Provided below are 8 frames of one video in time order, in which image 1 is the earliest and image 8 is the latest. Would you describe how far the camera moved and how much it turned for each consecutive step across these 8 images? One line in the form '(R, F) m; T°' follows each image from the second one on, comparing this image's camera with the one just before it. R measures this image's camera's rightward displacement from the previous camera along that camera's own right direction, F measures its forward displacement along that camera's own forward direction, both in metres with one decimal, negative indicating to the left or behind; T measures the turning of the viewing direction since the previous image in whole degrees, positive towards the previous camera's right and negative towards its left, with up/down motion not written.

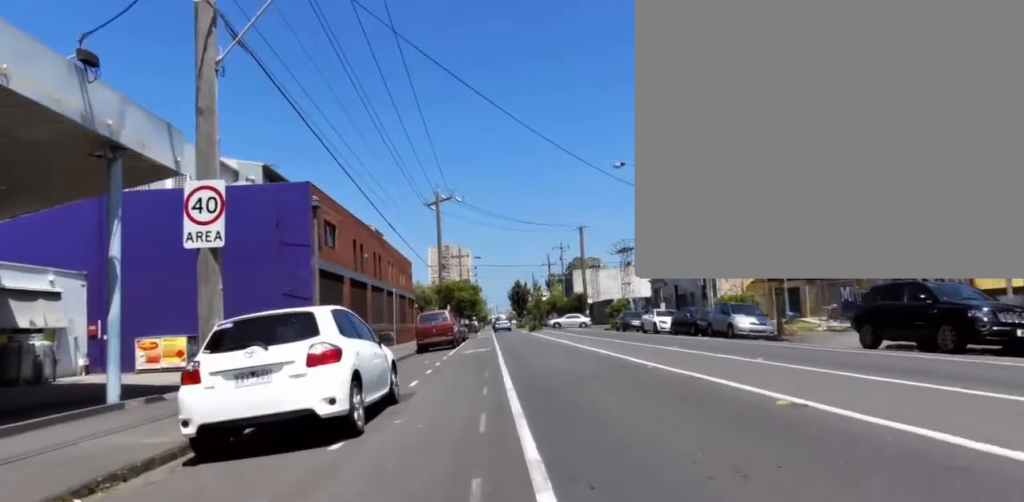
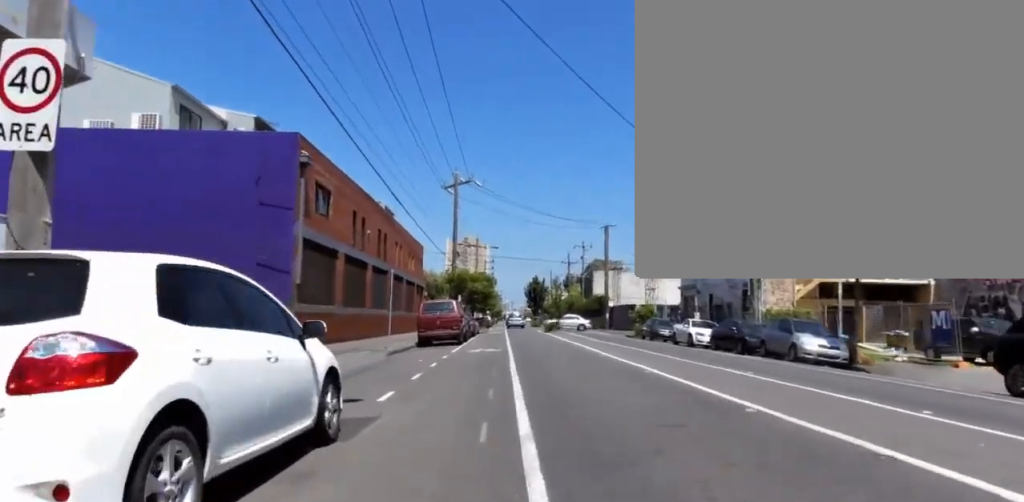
(0.0, +4.2) m; 0°
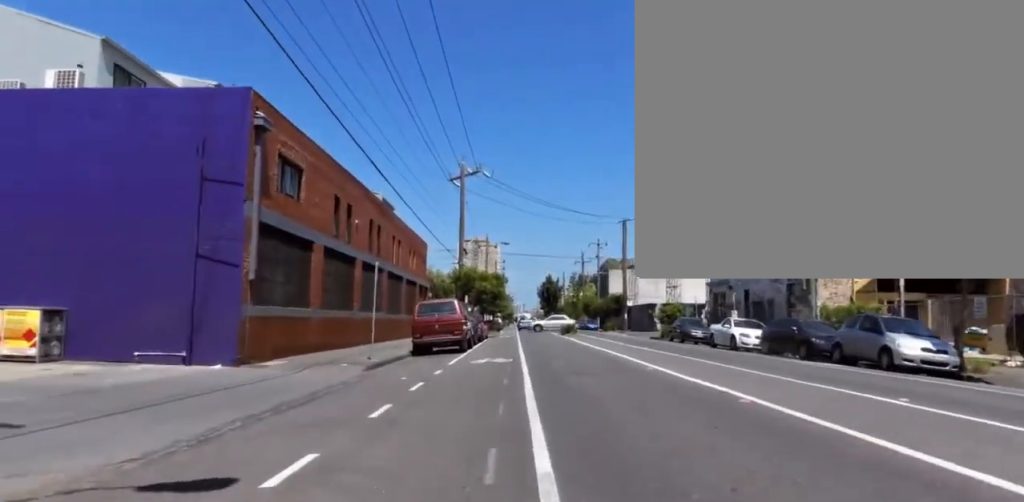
(0.0, +4.6) m; 0°
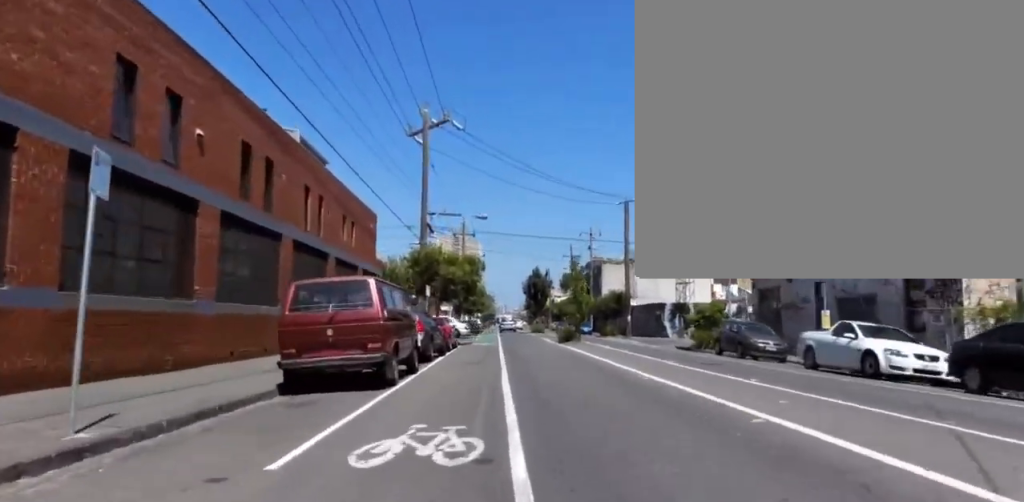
(0.0, +11.6) m; 0°
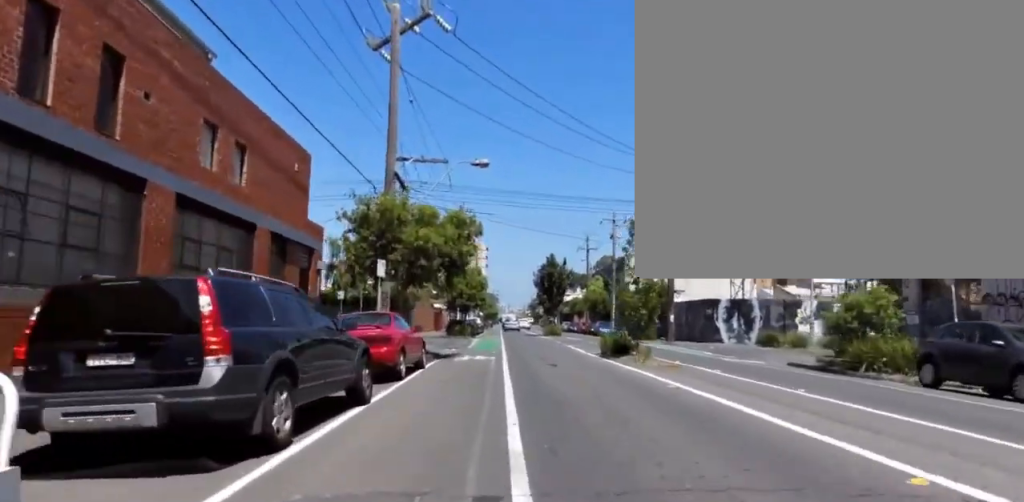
(0.0, +11.6) m; 0°
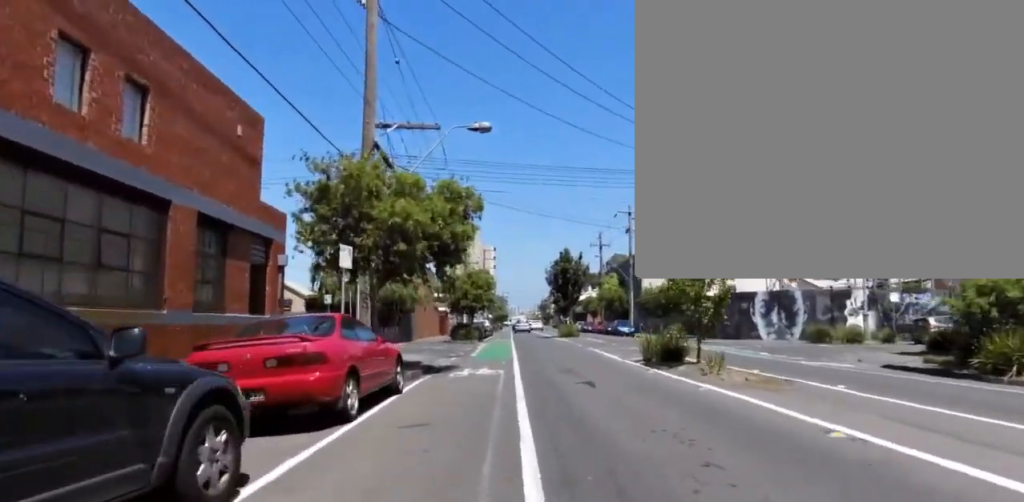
(0.0, +4.2) m; 0°
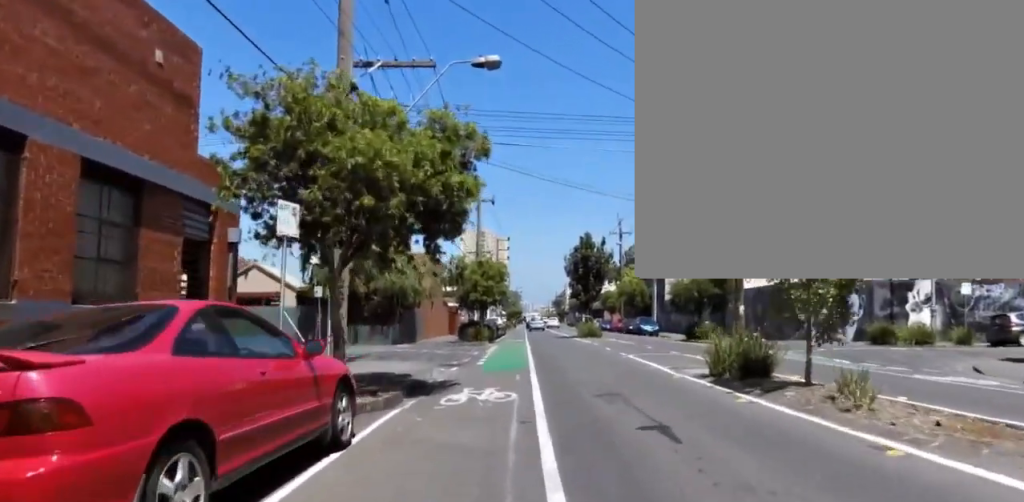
(0.0, +3.8) m; -2°
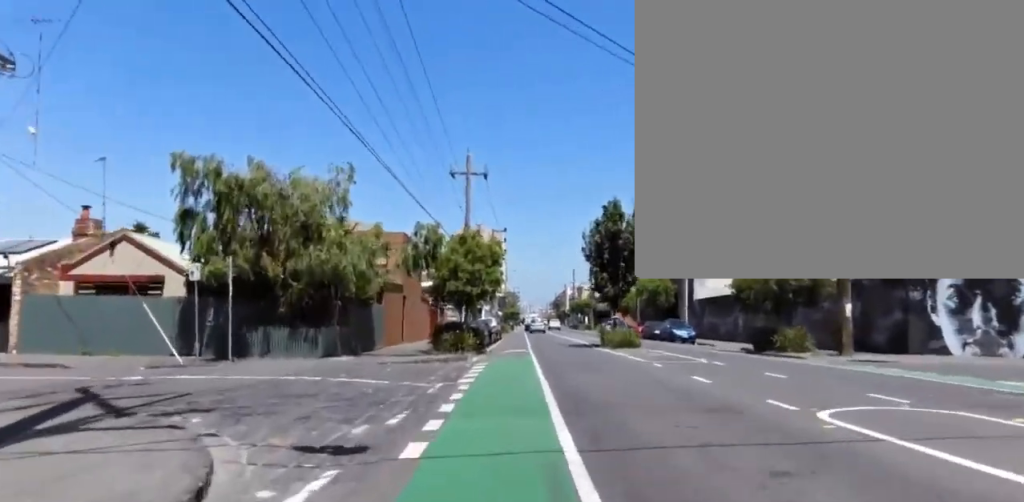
(-0.4, +10.6) m; +2°
